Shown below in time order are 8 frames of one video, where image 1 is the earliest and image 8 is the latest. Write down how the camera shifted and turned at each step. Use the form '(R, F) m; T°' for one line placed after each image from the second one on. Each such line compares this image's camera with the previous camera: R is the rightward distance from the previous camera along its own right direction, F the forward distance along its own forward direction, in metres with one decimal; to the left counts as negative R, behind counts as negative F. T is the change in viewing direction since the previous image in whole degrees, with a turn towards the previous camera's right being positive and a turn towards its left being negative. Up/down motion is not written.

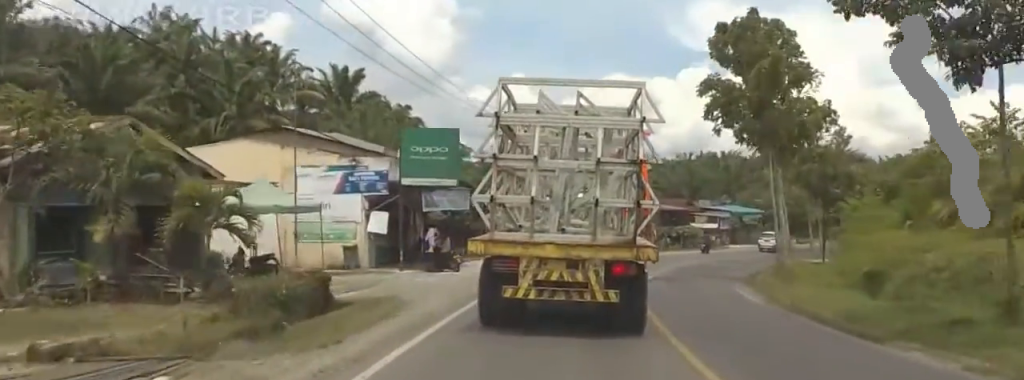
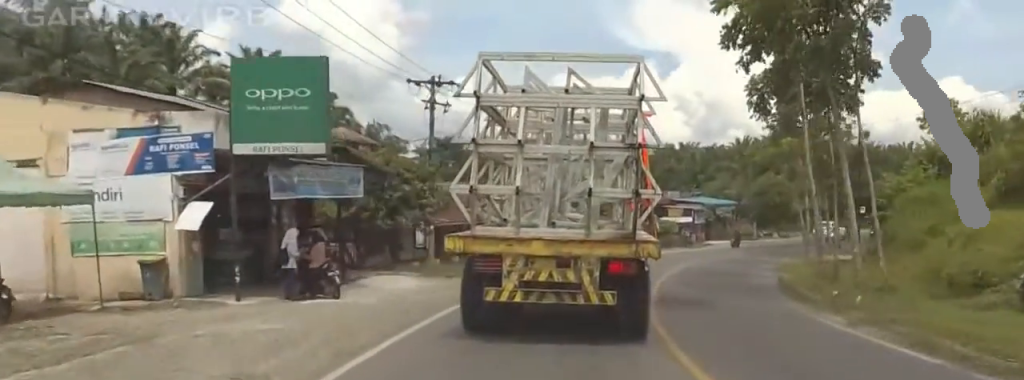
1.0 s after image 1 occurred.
(+0.5, +11.2) m; +9°
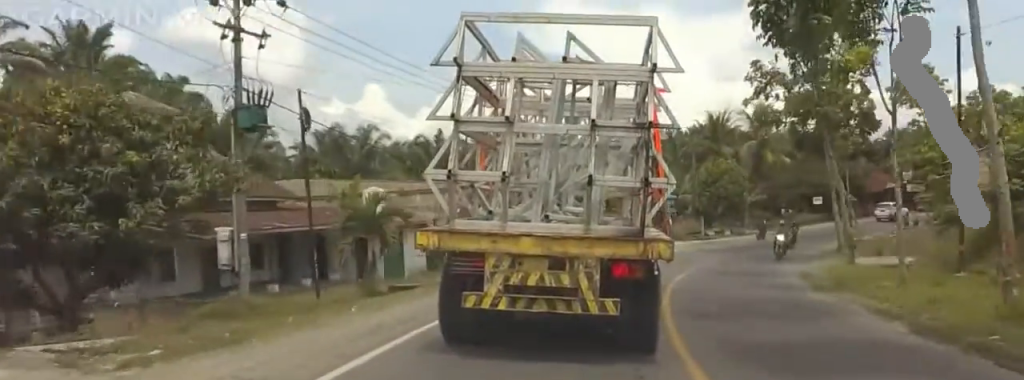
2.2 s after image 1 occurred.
(+2.0, +15.4) m; +9°
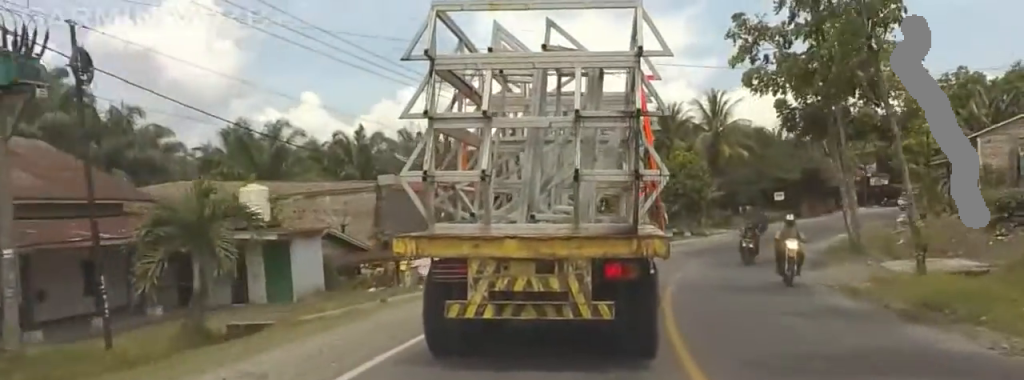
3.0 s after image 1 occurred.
(+0.2, +8.8) m; 0°
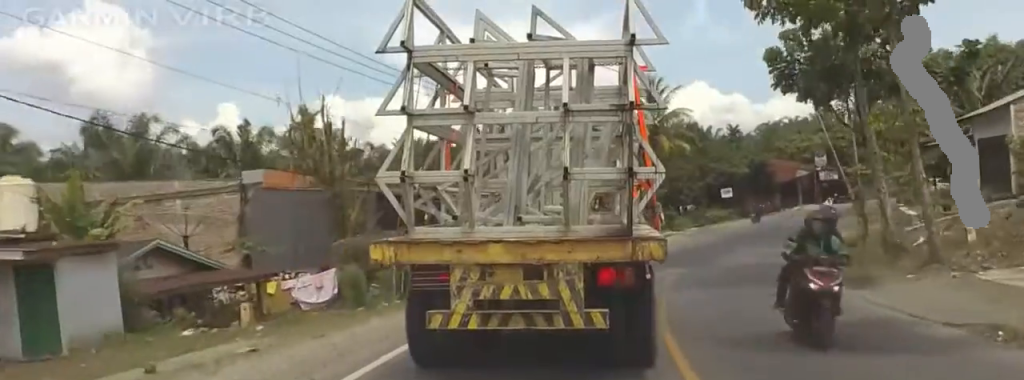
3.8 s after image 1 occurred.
(-0.1, +10.2) m; -3°
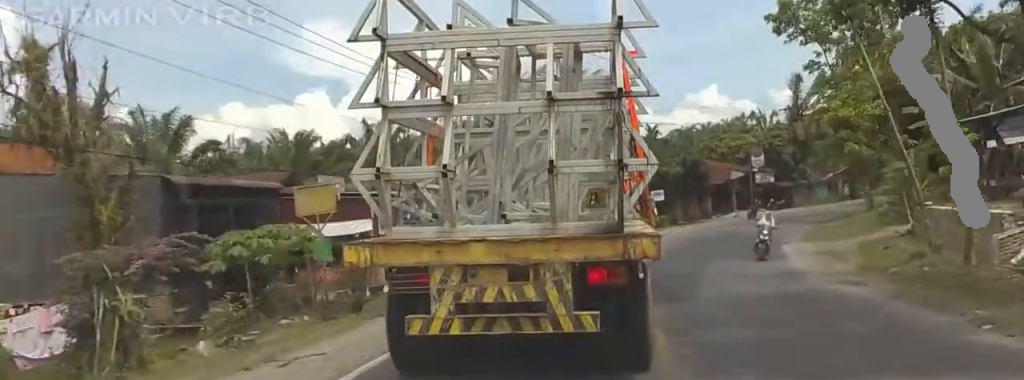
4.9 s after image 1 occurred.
(-0.6, +13.2) m; -4°
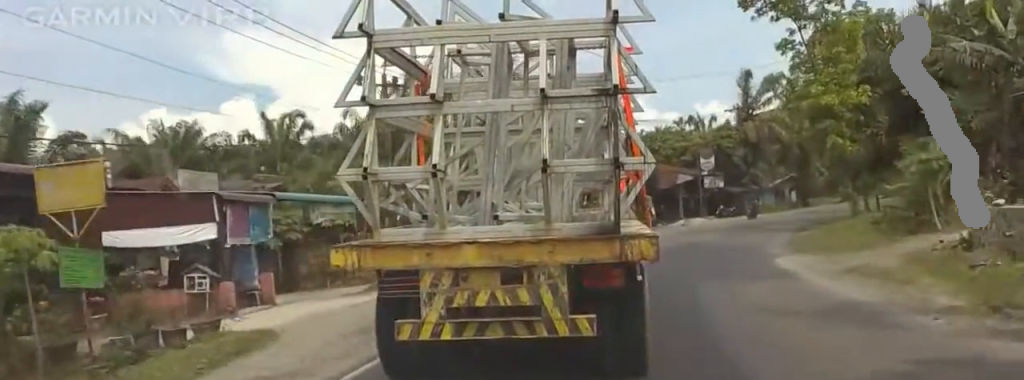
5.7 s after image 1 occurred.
(0.0, +9.8) m; -3°
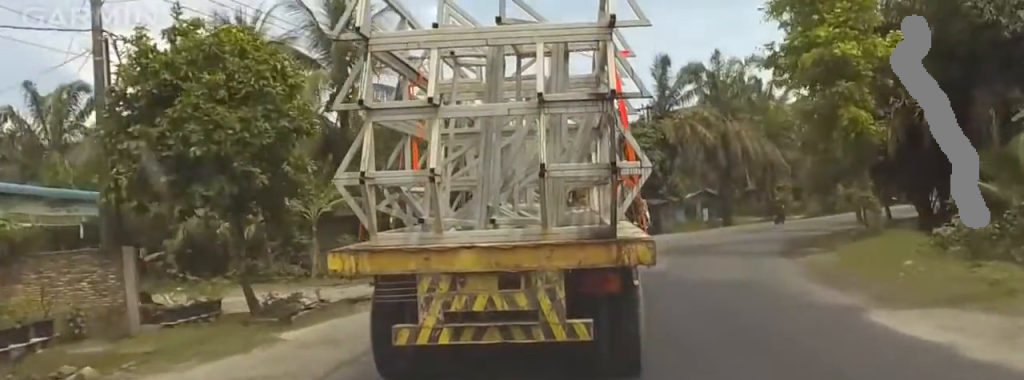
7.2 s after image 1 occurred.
(-1.0, +18.0) m; -1°
